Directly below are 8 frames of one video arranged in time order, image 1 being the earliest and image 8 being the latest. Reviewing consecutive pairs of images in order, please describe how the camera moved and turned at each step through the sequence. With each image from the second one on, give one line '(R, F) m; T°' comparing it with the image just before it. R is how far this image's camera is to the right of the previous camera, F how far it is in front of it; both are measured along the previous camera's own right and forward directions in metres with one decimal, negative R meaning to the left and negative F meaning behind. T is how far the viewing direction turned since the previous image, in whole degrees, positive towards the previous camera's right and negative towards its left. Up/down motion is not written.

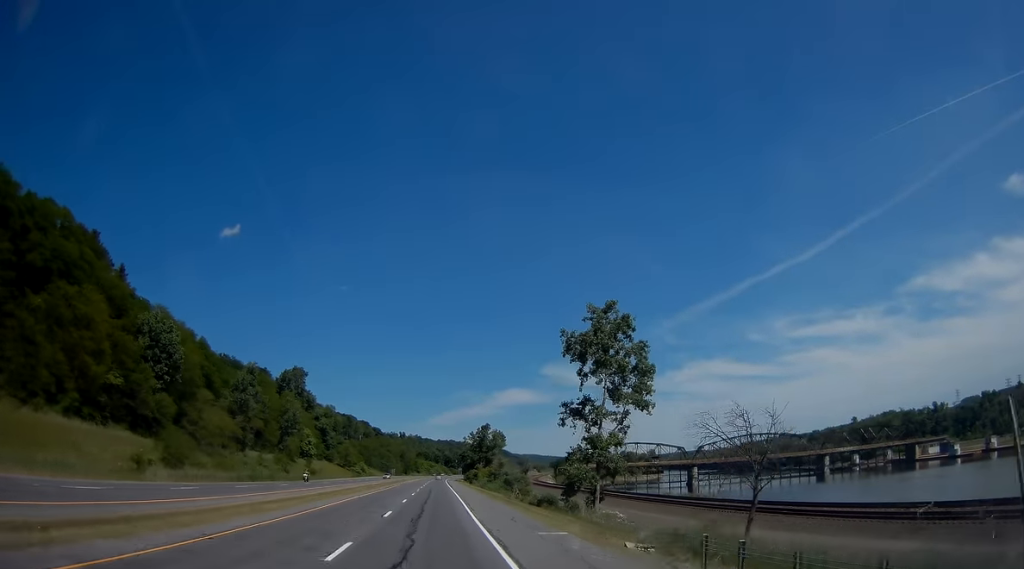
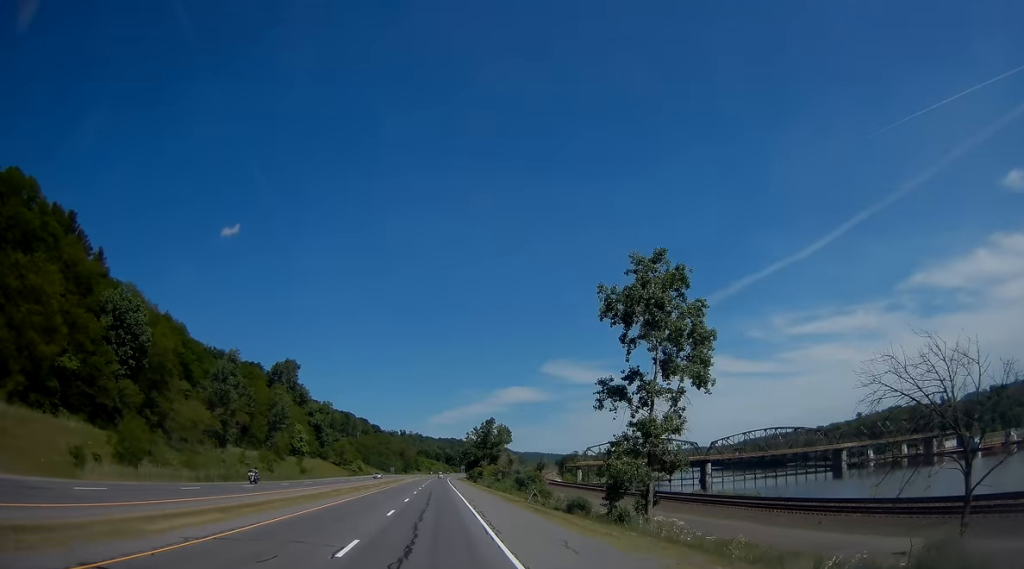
(0.0, +12.0) m; 0°
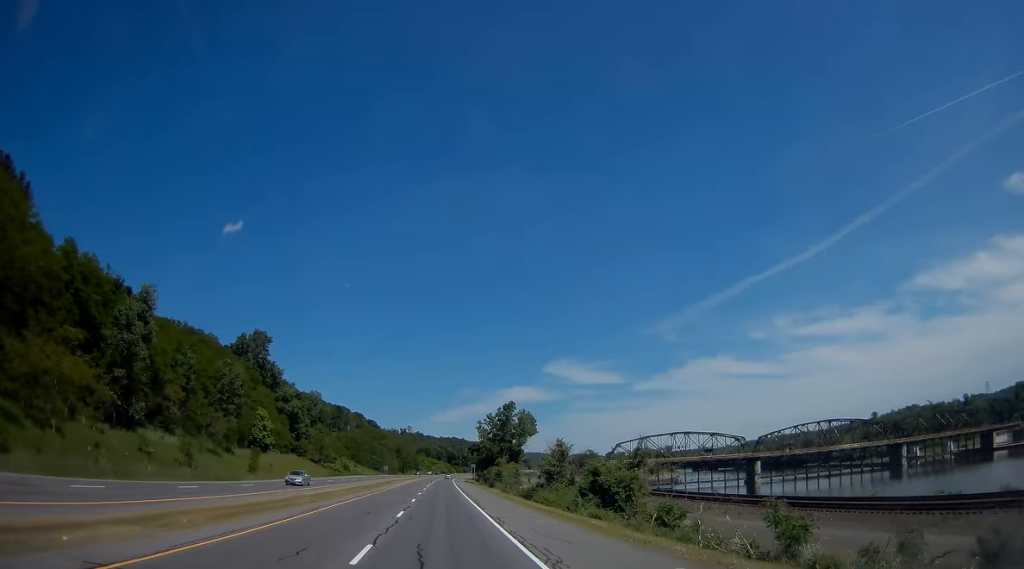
(0.0, +37.7) m; 0°
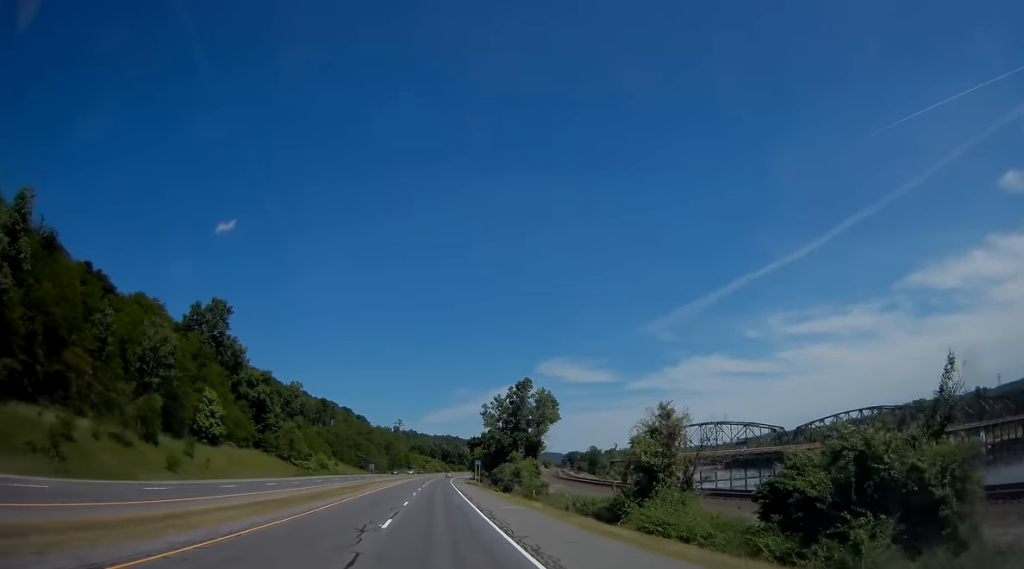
(0.0, +28.2) m; 0°
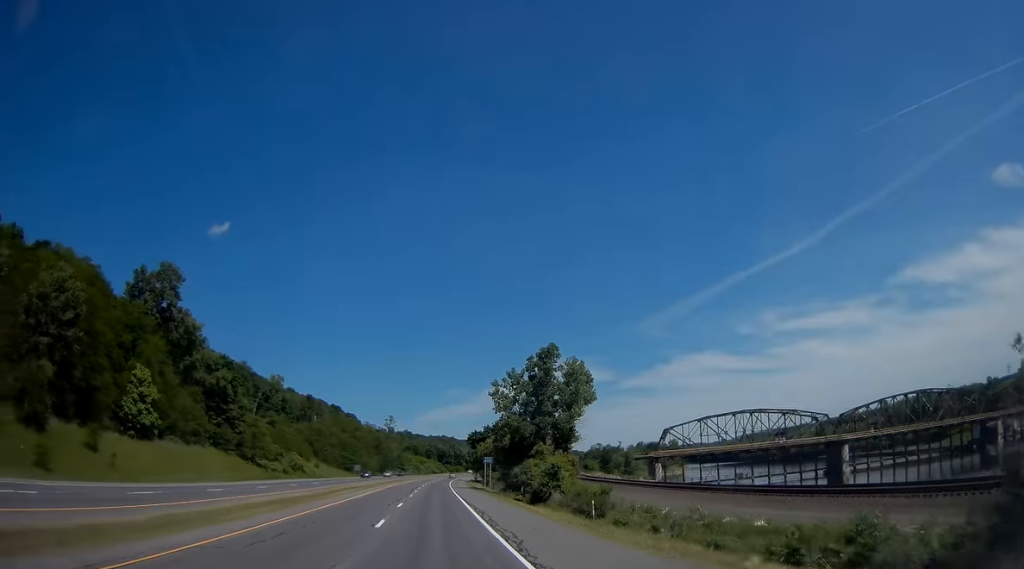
(0.0, +24.8) m; 0°
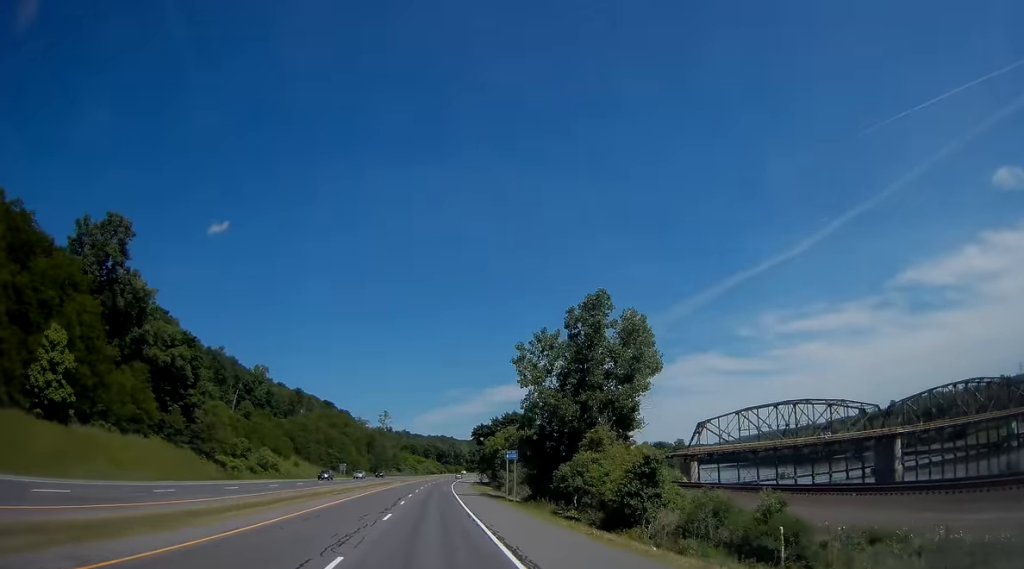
(+0.1, +21.4) m; 0°
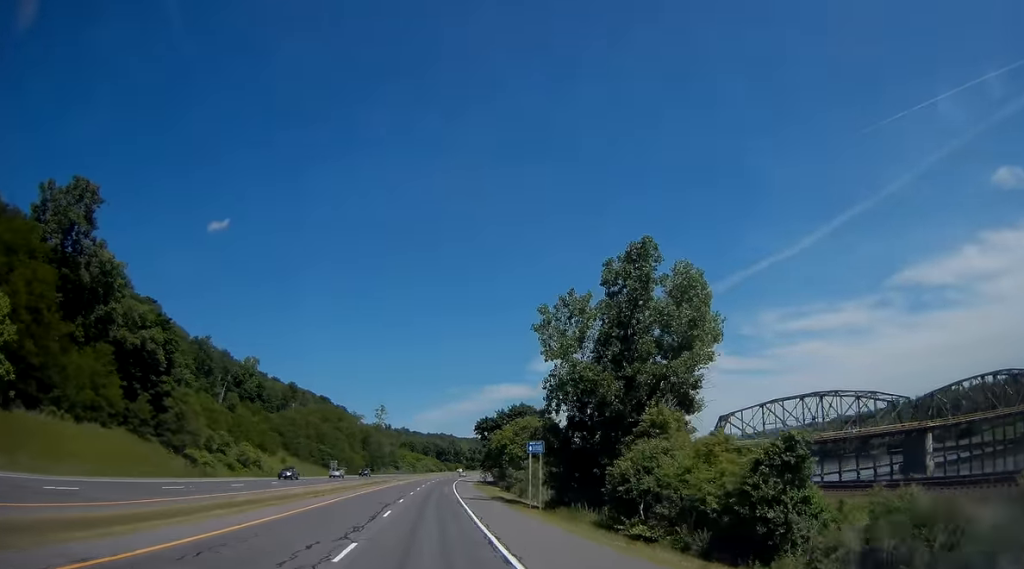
(+0.2, +11.1) m; 0°
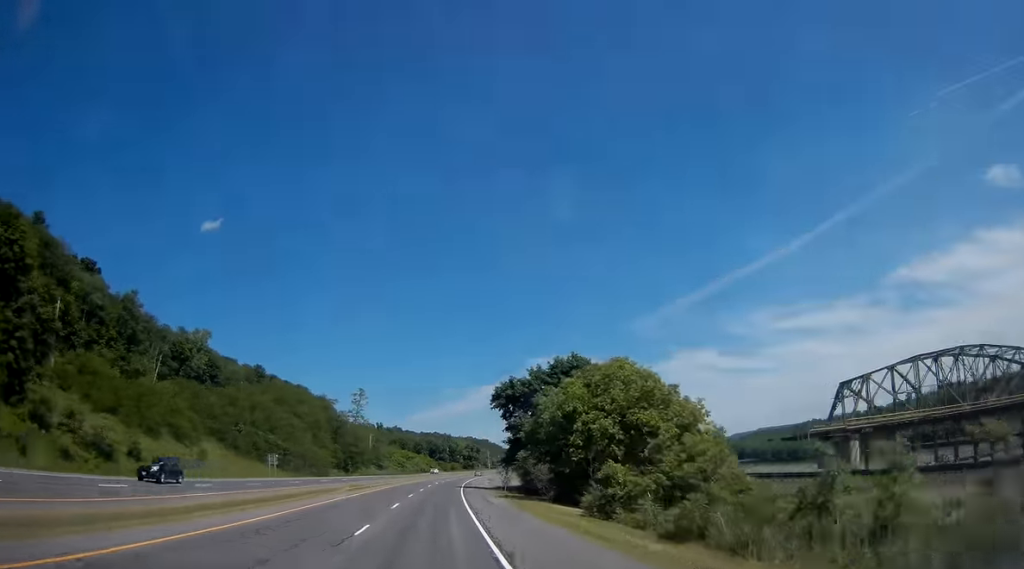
(-0.1, +42.8) m; +1°
